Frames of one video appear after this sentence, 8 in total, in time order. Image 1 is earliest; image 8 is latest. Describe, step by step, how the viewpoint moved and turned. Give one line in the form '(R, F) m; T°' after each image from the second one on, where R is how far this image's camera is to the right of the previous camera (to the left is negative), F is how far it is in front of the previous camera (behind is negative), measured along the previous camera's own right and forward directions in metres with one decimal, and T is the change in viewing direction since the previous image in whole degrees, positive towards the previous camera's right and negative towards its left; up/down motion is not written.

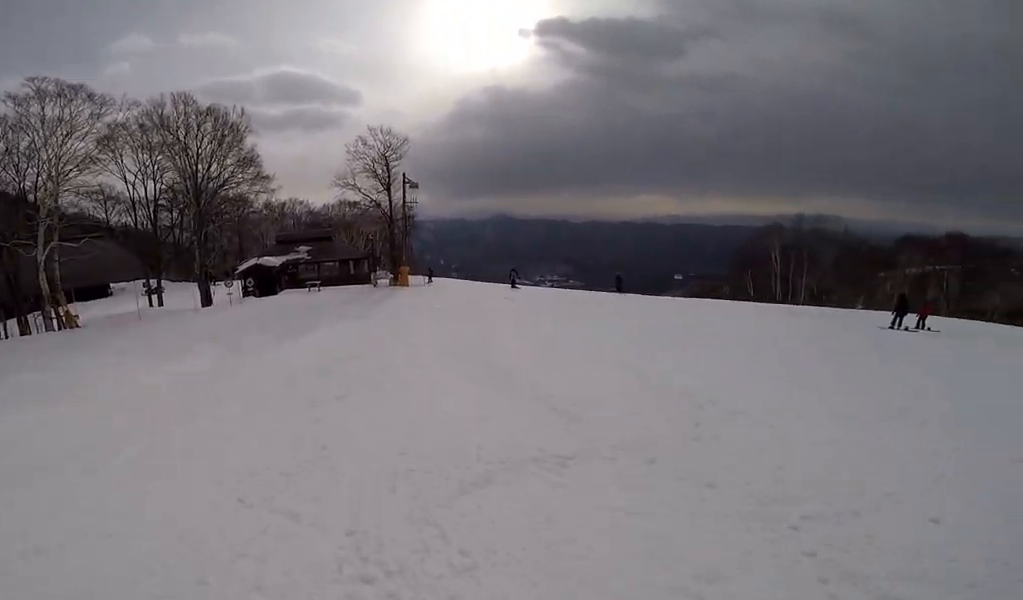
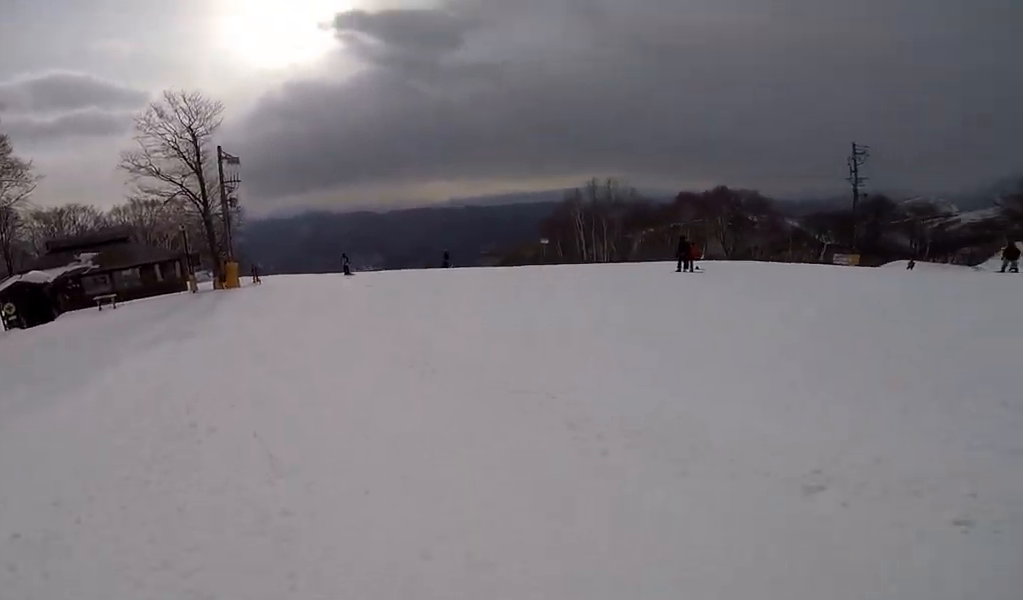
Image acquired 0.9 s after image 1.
(+0.8, +5.1) m; +10°
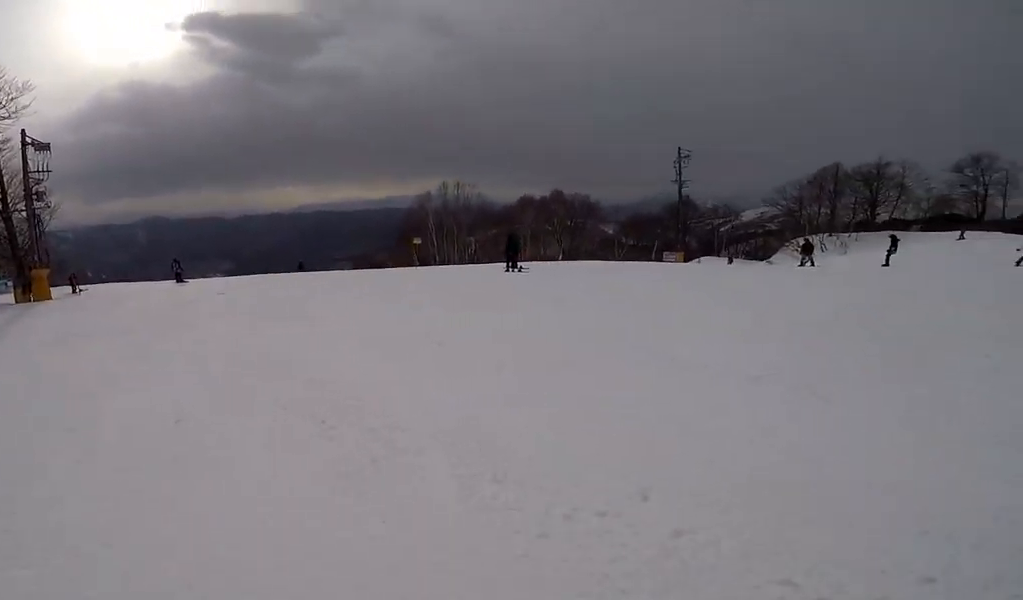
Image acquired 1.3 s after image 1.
(+0.9, +2.7) m; +4°
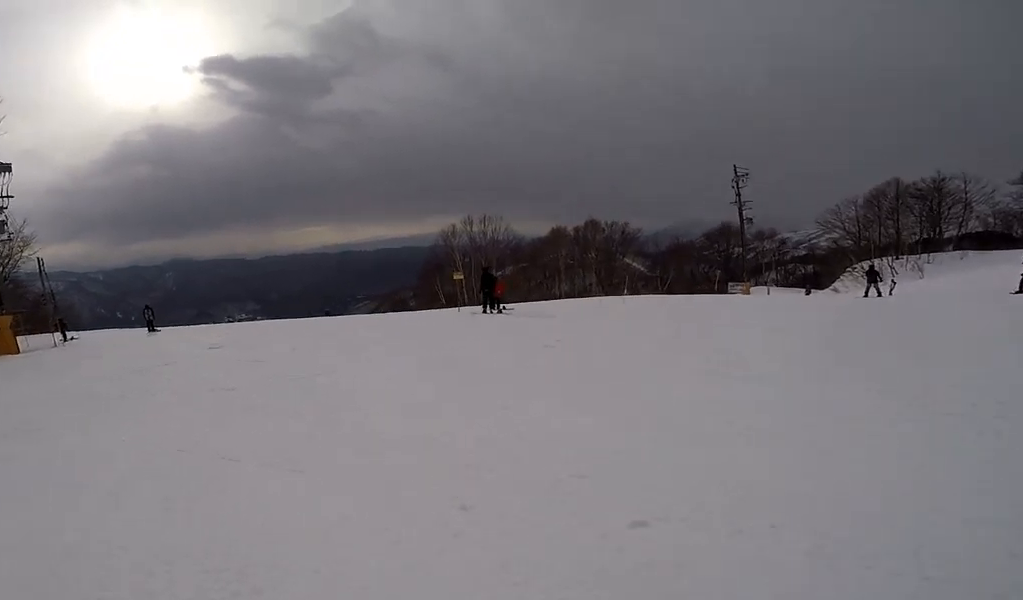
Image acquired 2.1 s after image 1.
(-0.9, +4.3) m; -8°
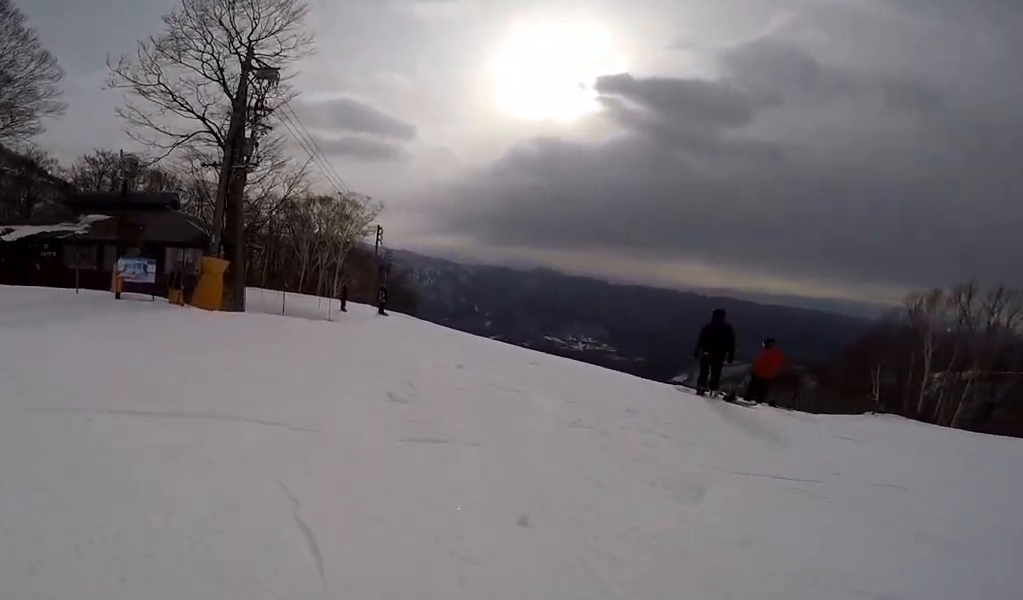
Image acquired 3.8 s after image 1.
(-1.6, +8.1) m; -31°
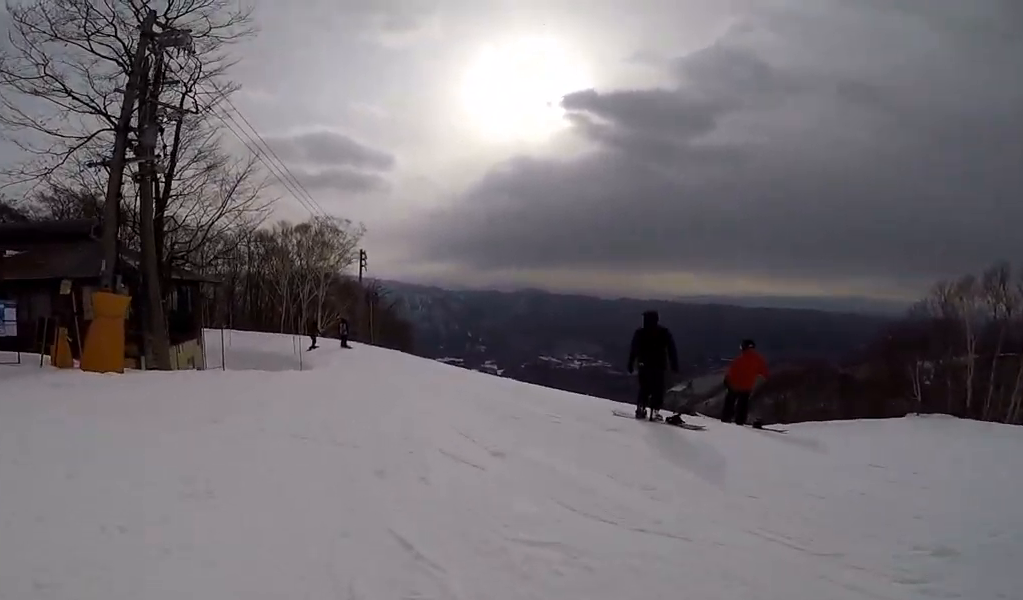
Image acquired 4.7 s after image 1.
(-0.9, +4.0) m; -5°
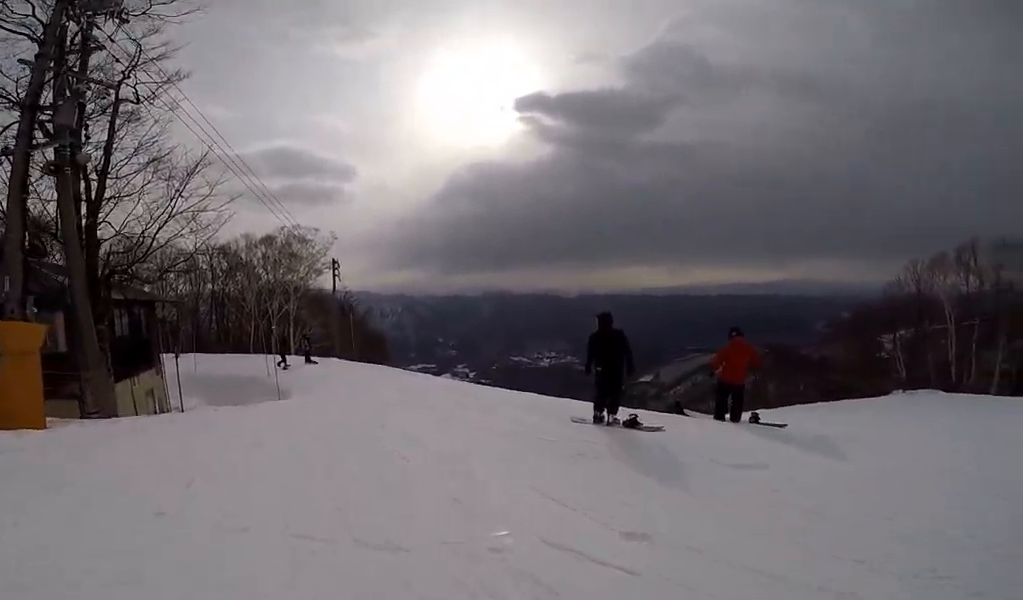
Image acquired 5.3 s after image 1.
(-0.3, +2.2) m; +11°
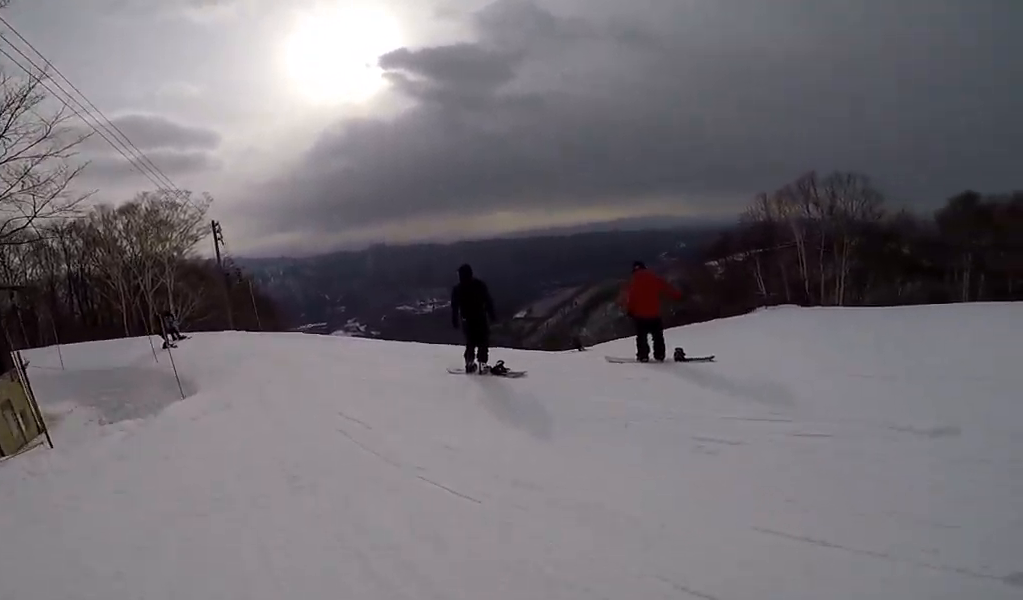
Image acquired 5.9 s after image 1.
(+0.6, +2.1) m; +8°
